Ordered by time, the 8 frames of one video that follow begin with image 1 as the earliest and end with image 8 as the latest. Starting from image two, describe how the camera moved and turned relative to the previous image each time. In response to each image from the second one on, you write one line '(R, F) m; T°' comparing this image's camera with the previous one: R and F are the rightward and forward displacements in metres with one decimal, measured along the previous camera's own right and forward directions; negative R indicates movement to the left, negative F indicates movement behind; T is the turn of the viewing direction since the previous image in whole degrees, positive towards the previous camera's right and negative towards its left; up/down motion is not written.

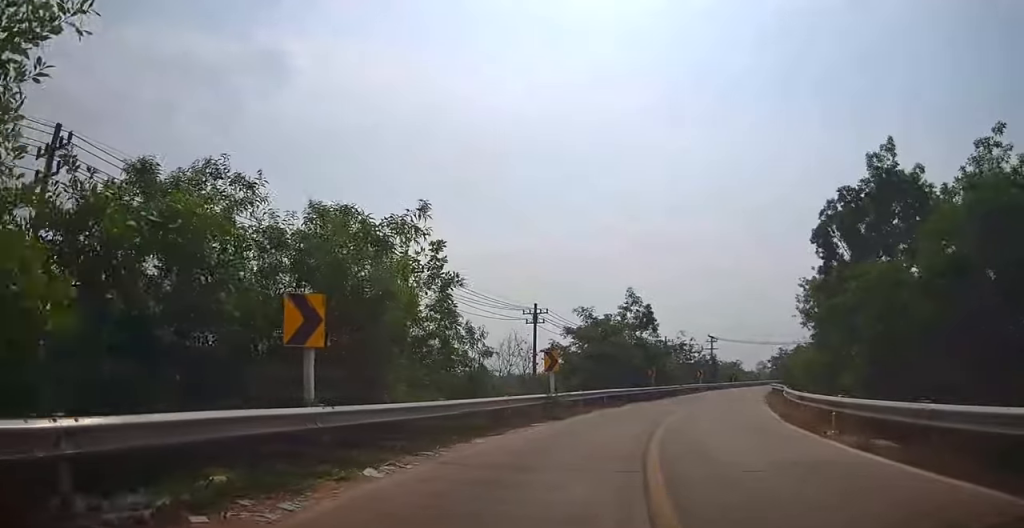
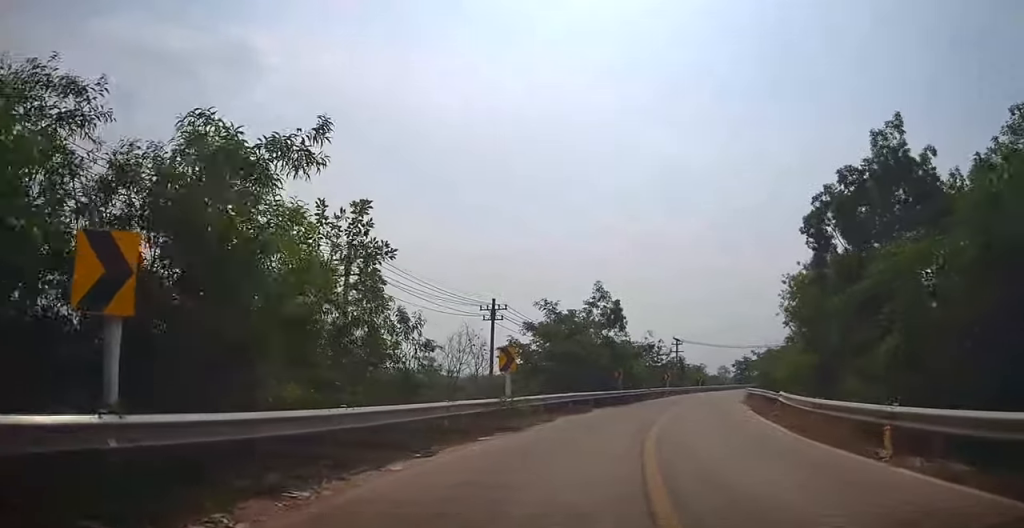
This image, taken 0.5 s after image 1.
(+0.1, +3.3) m; +4°
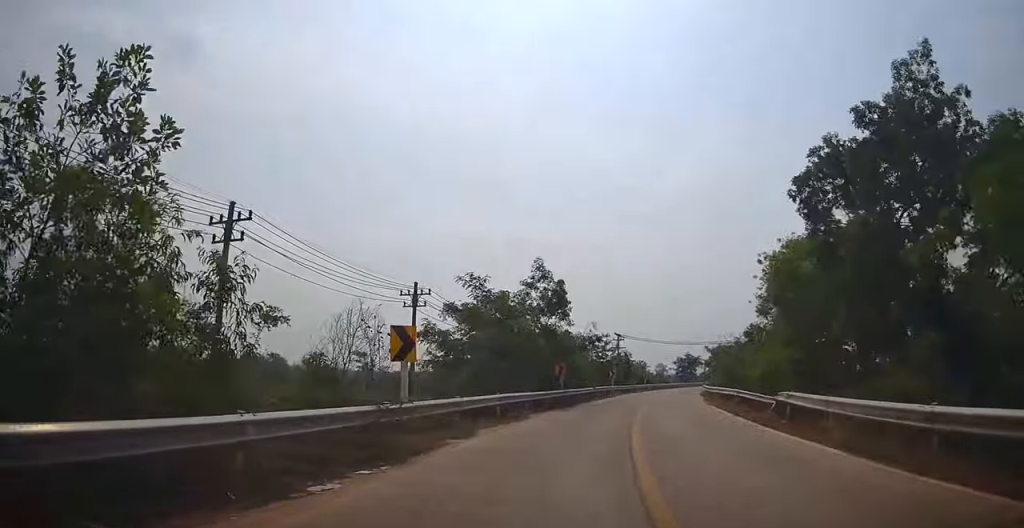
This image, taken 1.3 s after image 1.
(+0.1, +5.7) m; +4°
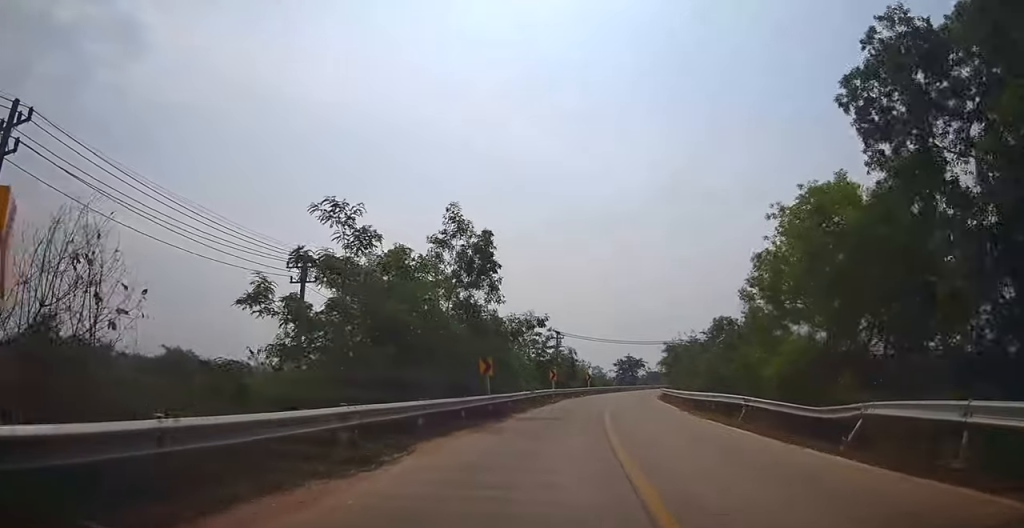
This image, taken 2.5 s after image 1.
(+0.4, +8.6) m; +8°
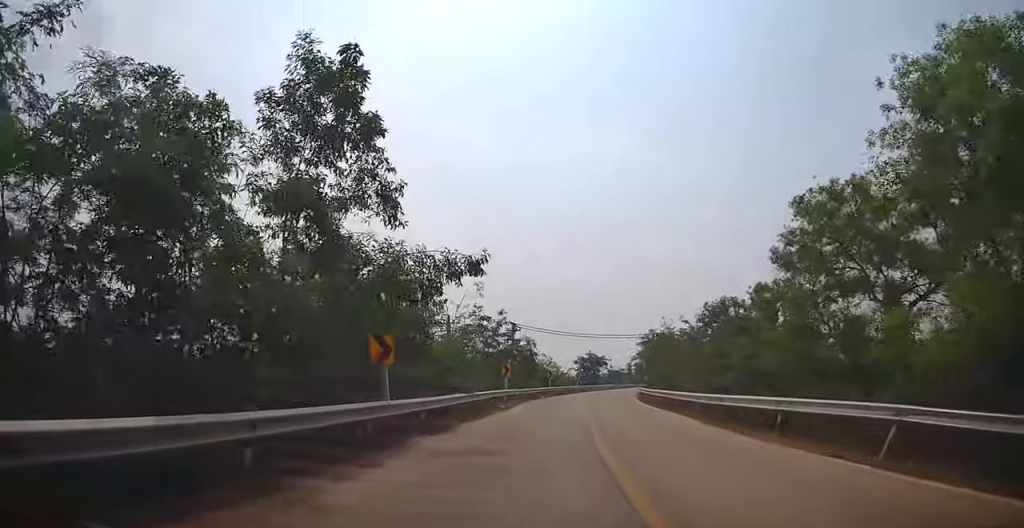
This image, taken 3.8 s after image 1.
(+0.8, +10.2) m; +5°
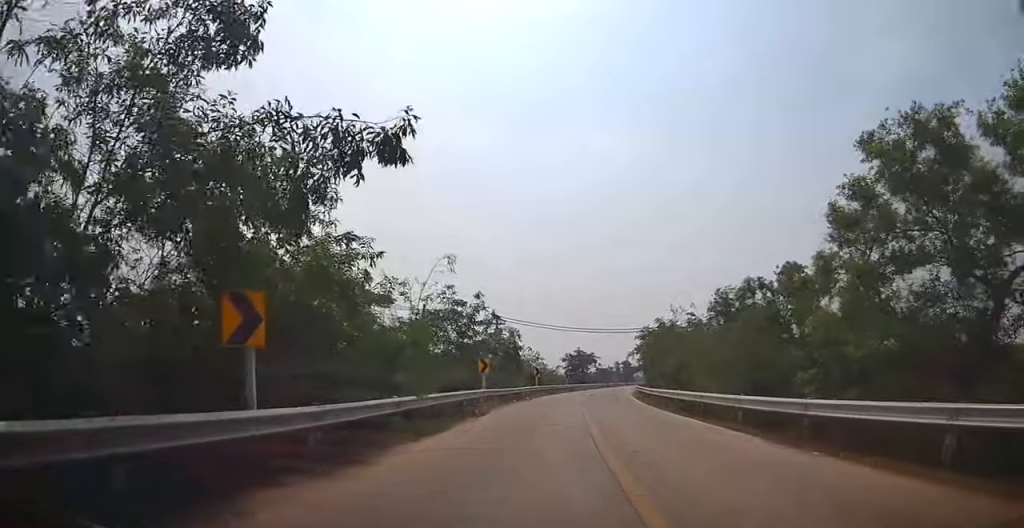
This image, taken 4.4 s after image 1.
(0.0, +6.4) m; +2°
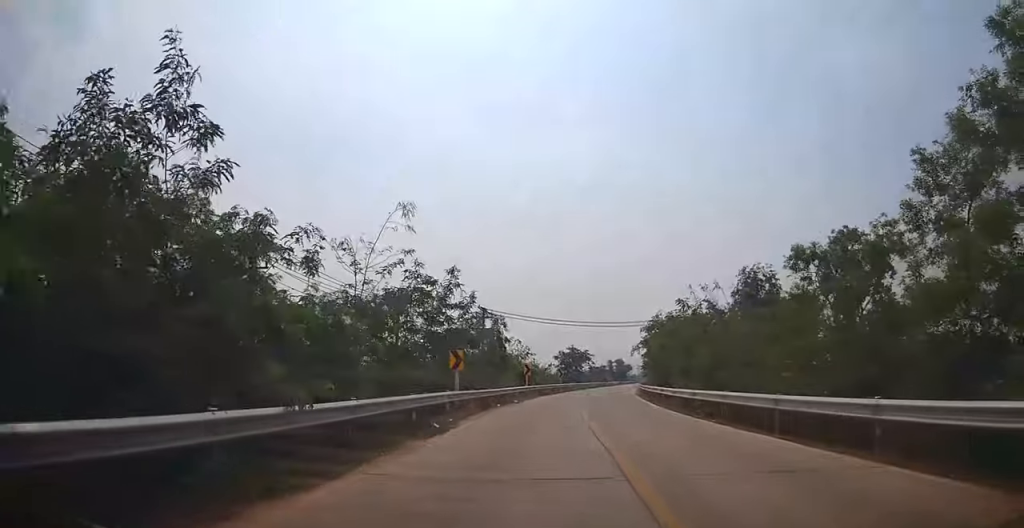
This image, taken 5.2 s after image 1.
(+0.2, +6.9) m; 0°
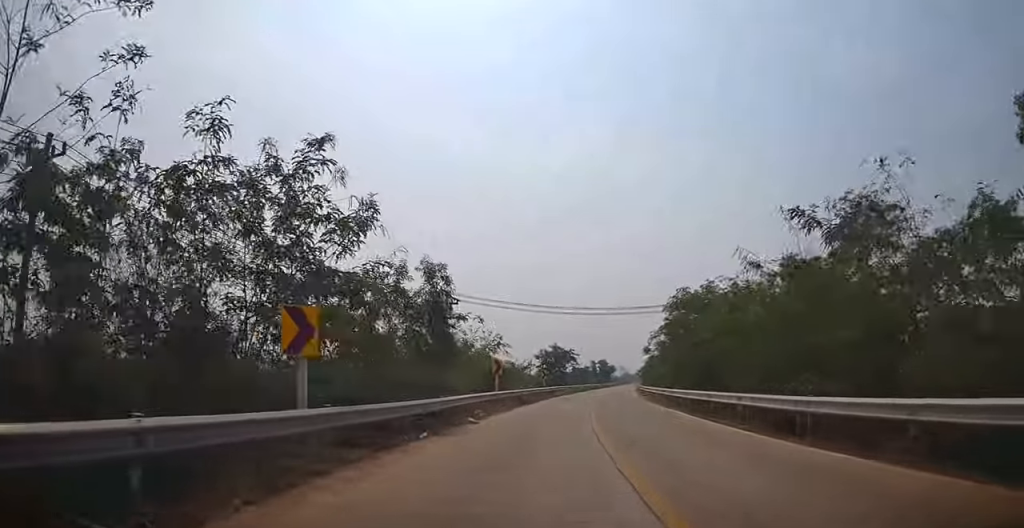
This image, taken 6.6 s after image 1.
(0.0, +13.7) m; +5°
